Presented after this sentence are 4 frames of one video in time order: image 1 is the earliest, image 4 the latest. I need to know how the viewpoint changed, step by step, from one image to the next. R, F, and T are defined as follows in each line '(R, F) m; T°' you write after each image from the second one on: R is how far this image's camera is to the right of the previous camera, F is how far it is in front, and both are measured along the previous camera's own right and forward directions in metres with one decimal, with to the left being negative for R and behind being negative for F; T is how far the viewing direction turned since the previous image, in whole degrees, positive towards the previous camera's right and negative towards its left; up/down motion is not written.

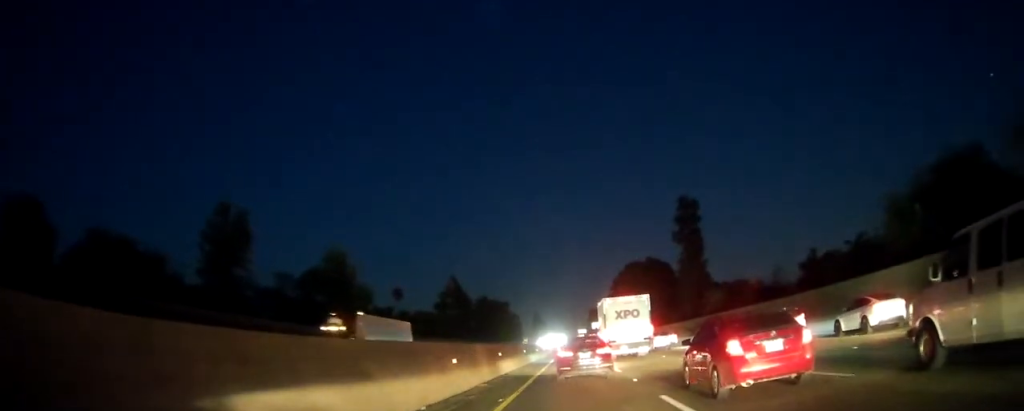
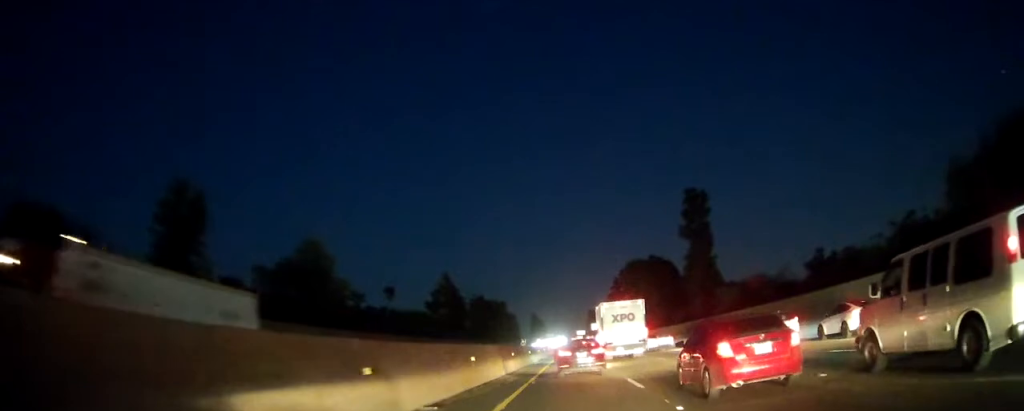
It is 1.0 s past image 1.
(+0.1, +6.9) m; 0°
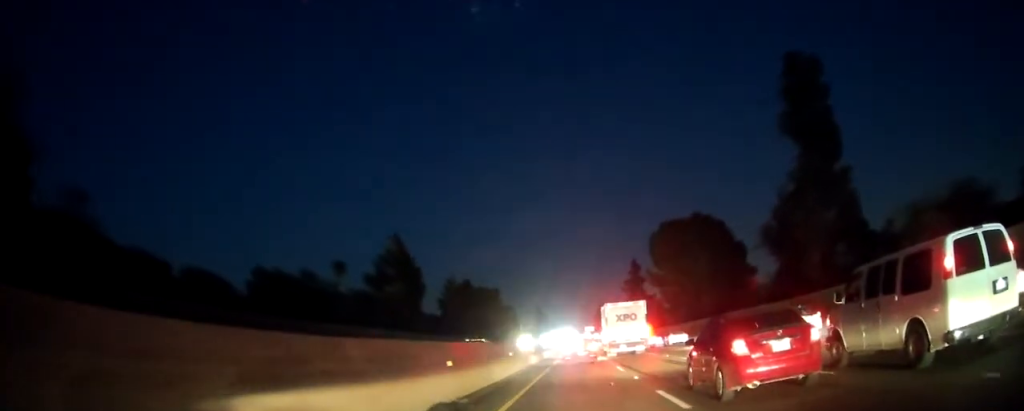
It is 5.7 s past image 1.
(+0.8, +45.9) m; +1°
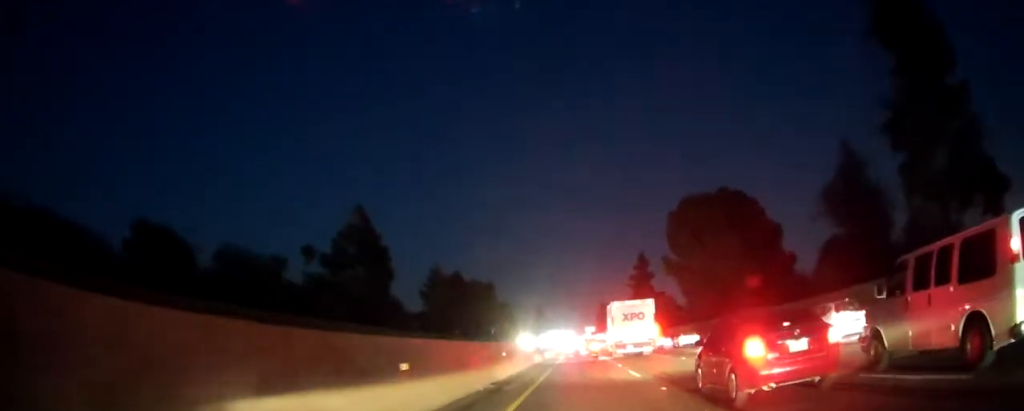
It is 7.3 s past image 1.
(0.0, +18.8) m; 0°
